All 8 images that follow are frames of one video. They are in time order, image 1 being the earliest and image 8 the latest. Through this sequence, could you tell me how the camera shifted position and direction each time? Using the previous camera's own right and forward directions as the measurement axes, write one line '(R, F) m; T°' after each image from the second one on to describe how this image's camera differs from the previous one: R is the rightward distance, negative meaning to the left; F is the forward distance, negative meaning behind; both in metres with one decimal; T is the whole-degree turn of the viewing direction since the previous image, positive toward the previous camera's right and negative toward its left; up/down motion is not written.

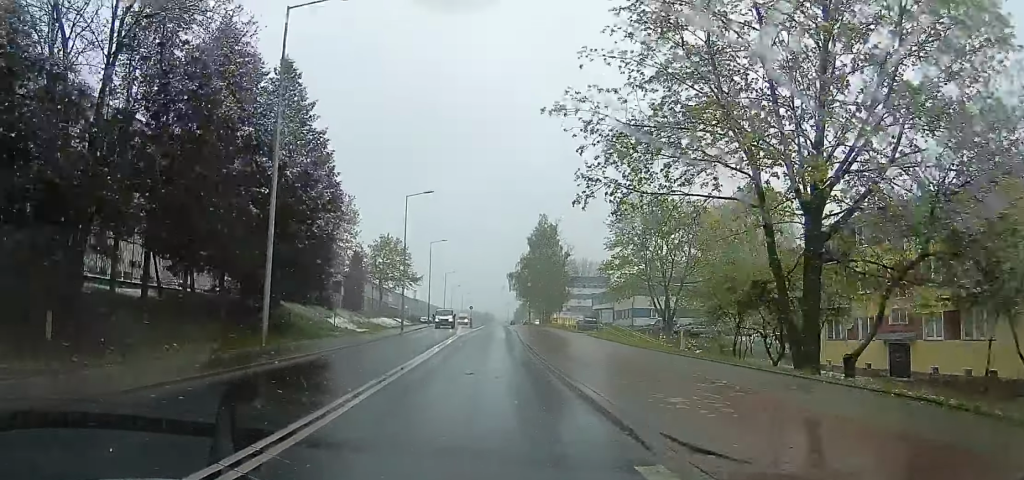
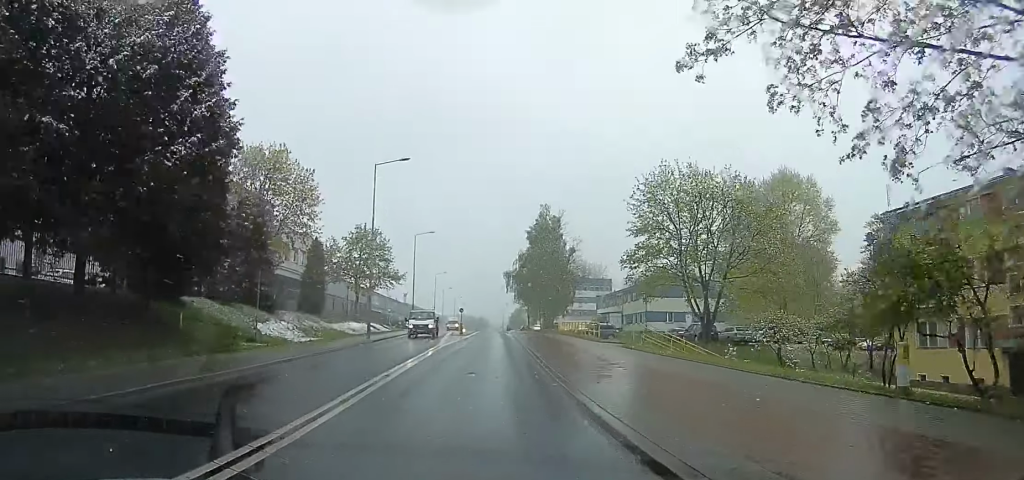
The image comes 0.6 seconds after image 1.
(0.0, +10.0) m; 0°
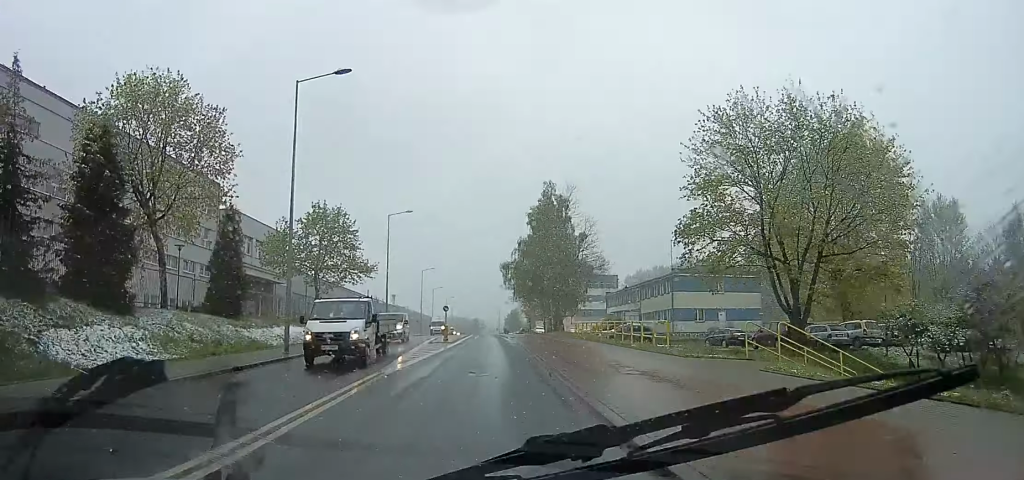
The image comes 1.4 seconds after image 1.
(-0.1, +12.7) m; -1°
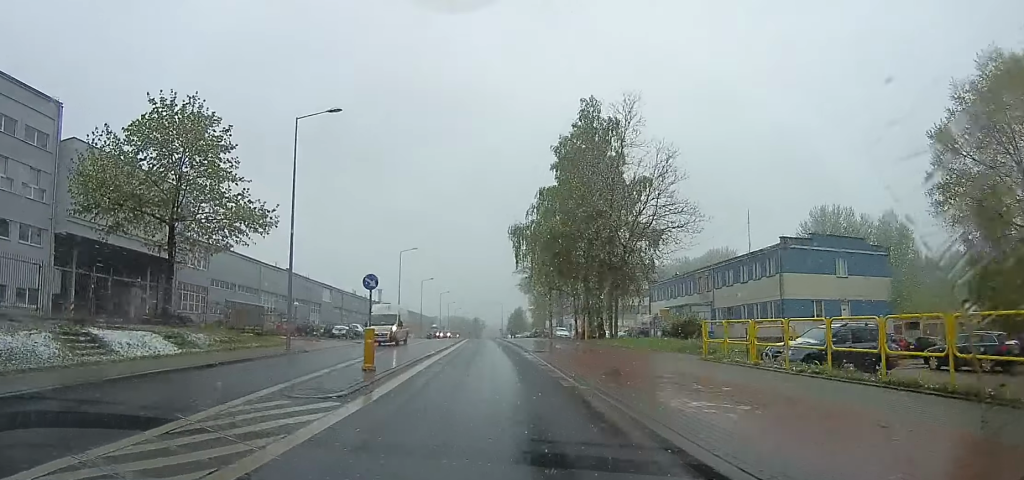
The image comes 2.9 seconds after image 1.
(-0.2, +23.9) m; -1°
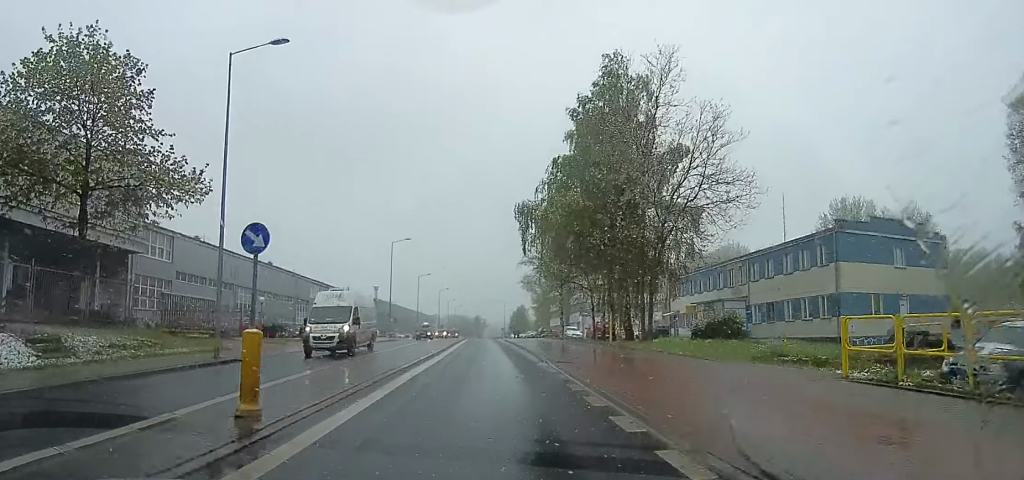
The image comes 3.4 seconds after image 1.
(0.0, +6.9) m; 0°
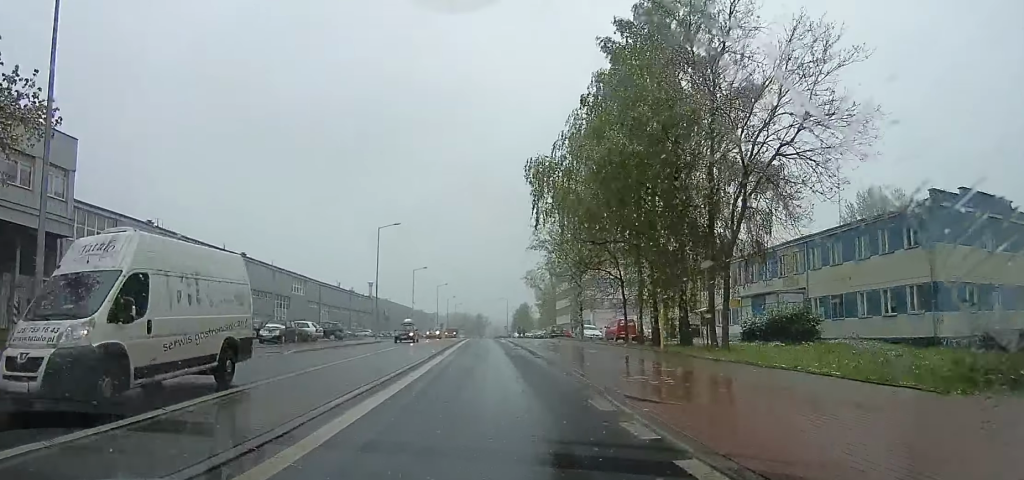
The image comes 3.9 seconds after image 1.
(0.0, +8.4) m; 0°
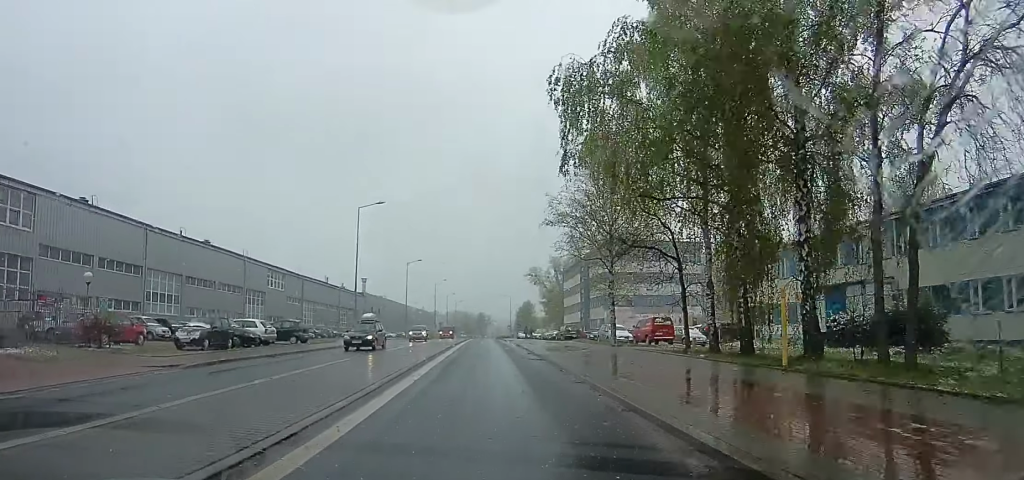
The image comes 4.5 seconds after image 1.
(0.0, +8.9) m; 0°
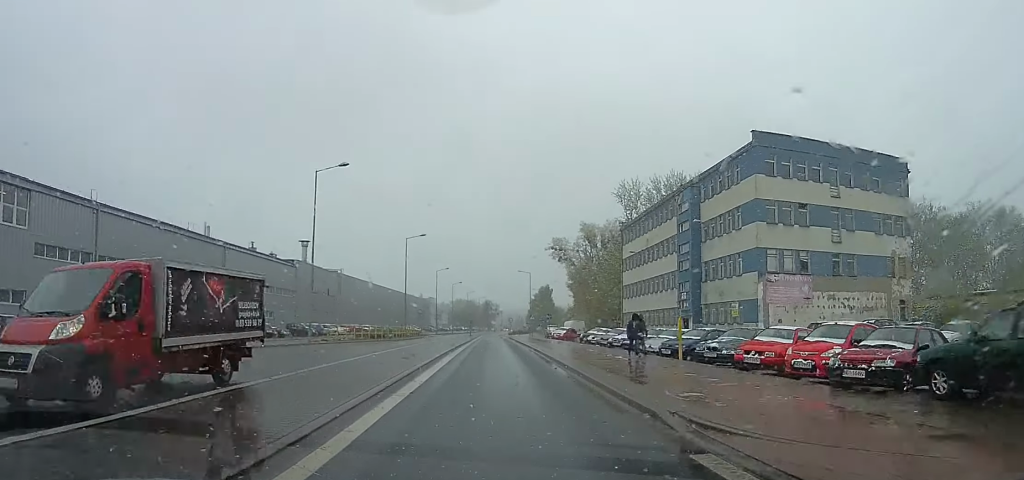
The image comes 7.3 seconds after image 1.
(+0.7, +43.9) m; +1°
